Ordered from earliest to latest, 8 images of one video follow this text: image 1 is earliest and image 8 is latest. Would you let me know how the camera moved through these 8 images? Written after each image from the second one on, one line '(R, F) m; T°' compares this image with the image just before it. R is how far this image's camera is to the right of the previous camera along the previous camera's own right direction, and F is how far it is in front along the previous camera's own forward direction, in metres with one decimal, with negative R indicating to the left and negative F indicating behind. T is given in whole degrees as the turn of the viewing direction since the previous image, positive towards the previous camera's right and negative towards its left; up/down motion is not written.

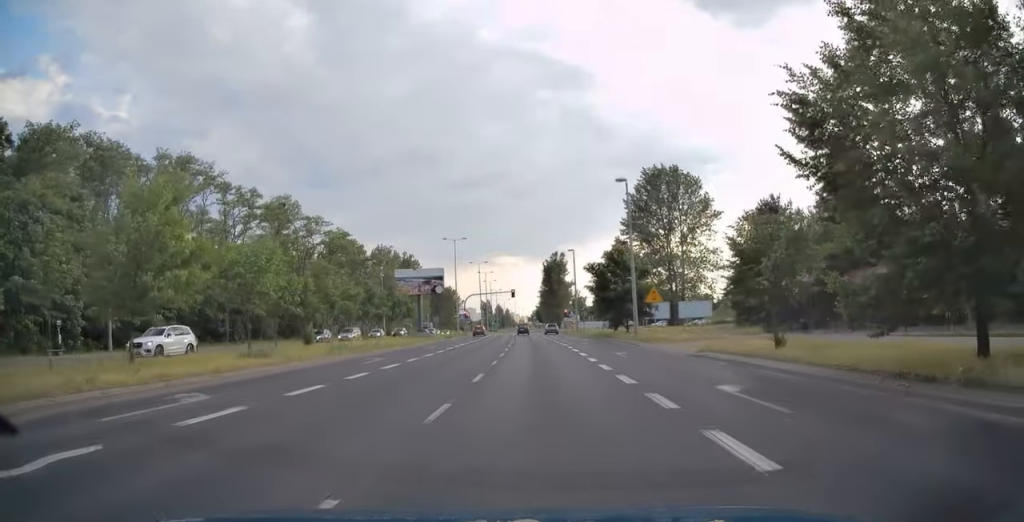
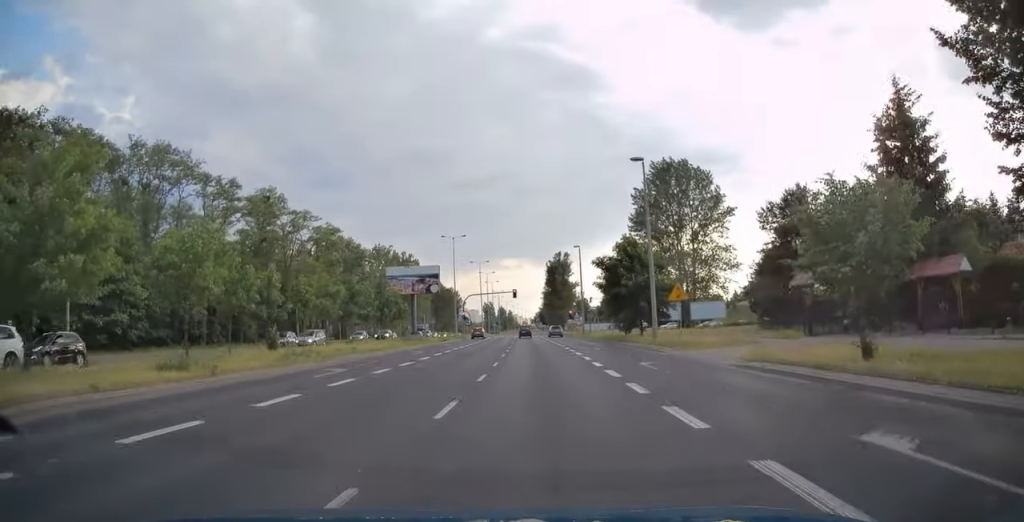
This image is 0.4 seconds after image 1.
(+0.1, +5.7) m; 0°
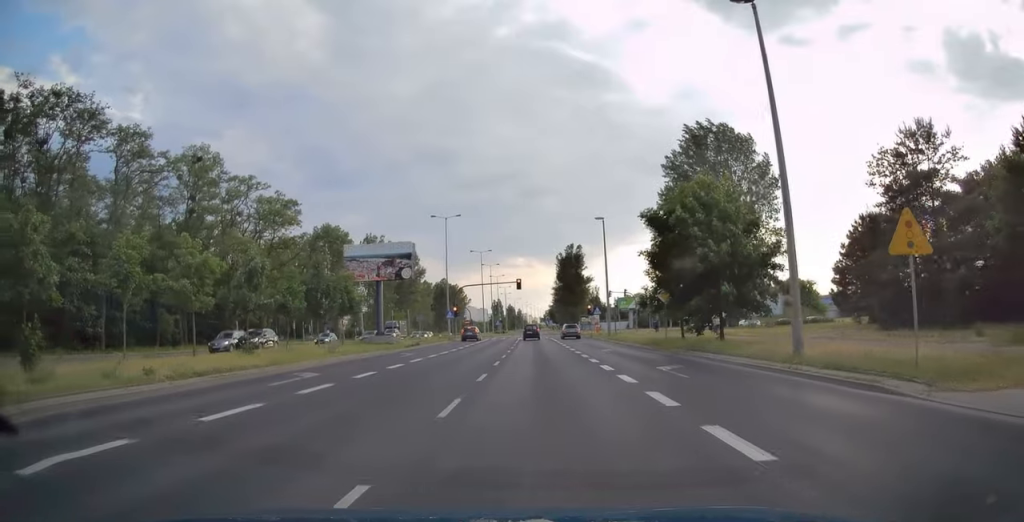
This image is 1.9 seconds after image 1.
(-0.4, +18.8) m; -4°
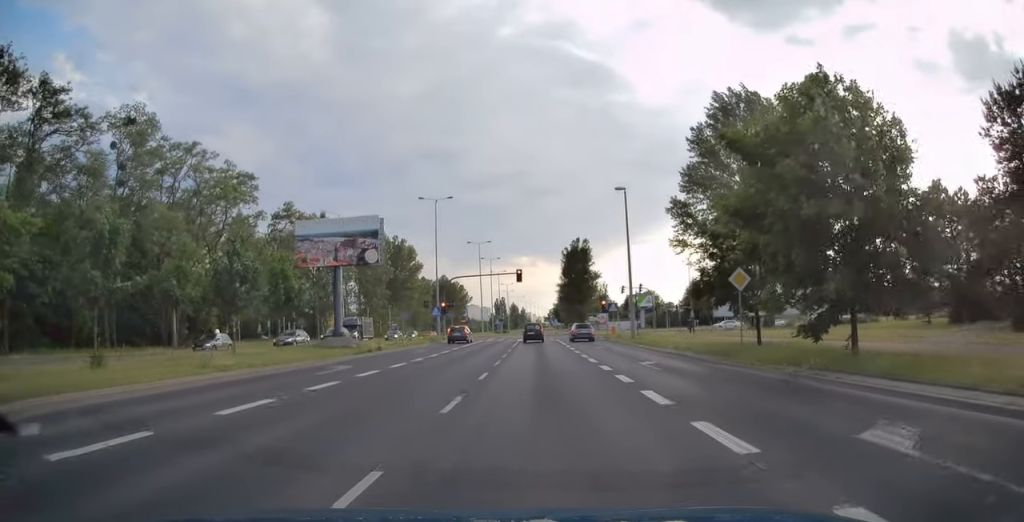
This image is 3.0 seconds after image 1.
(-0.2, +12.2) m; 0°
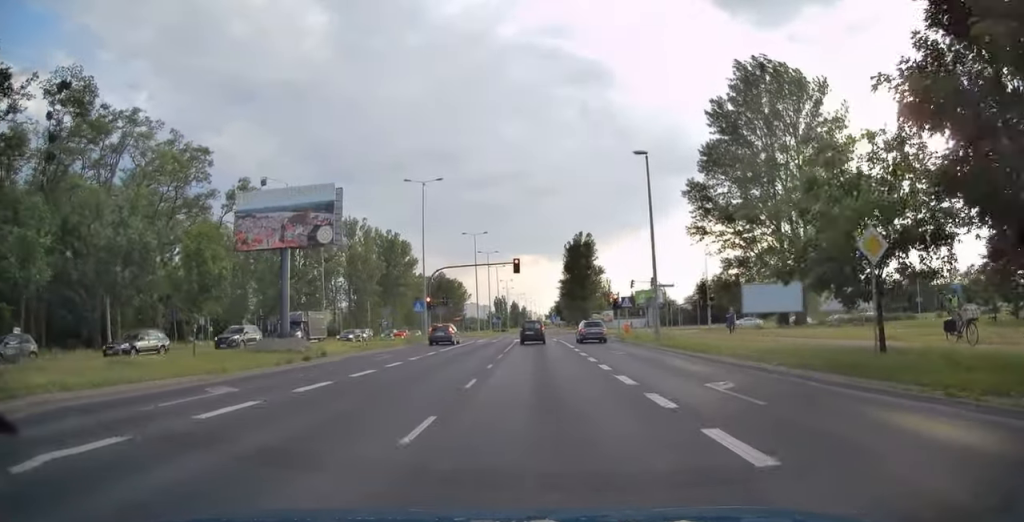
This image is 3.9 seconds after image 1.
(+0.2, +9.2) m; +2°
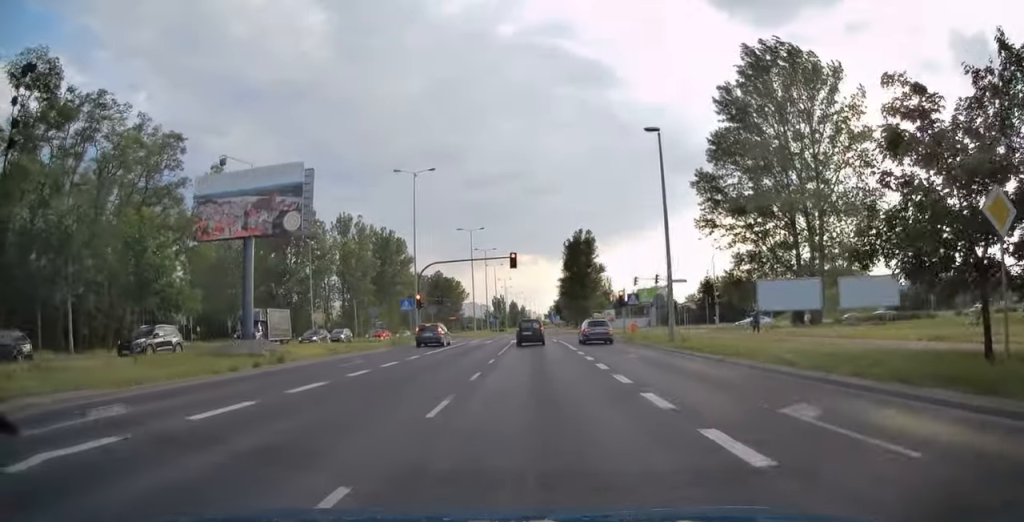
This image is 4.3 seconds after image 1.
(0.0, +4.4) m; 0°
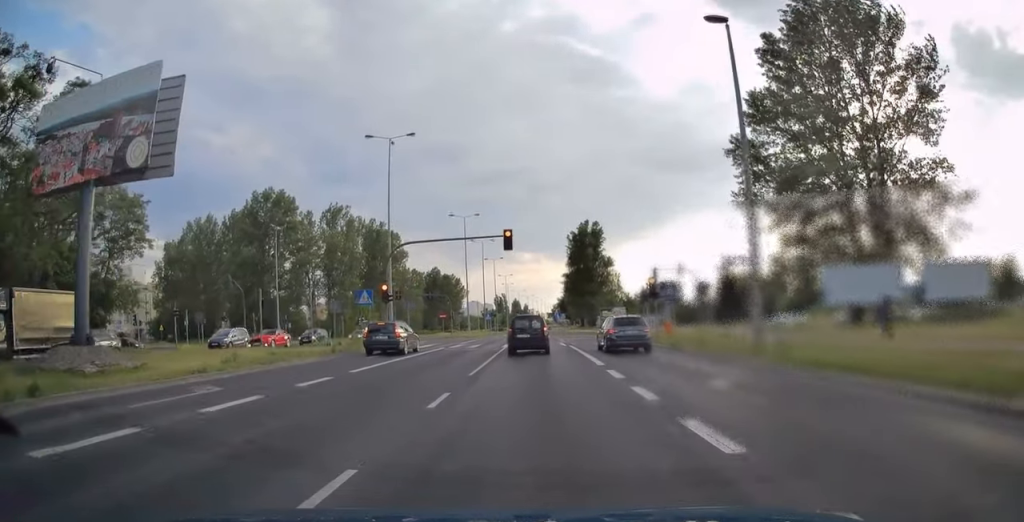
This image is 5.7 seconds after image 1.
(-0.3, +13.1) m; -3°
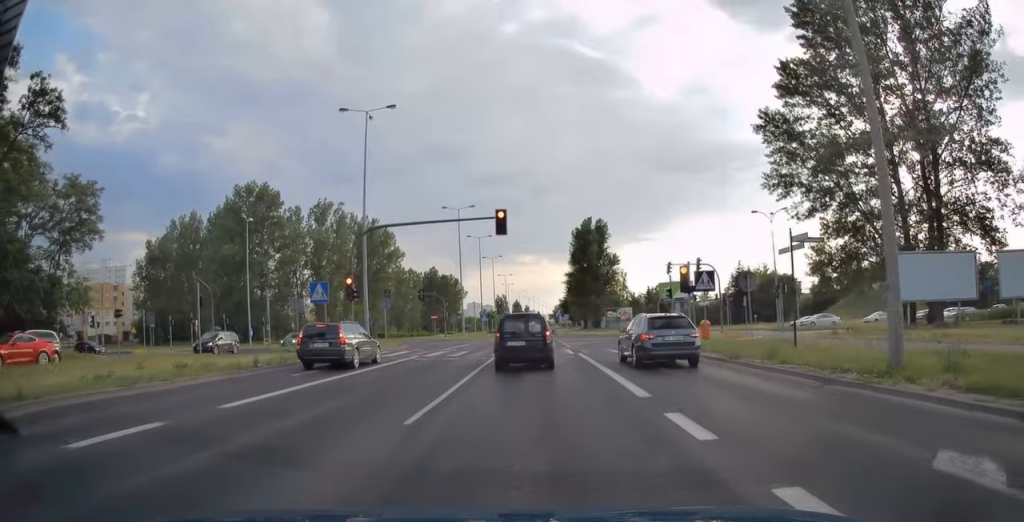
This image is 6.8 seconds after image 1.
(0.0, +9.0) m; +1°
